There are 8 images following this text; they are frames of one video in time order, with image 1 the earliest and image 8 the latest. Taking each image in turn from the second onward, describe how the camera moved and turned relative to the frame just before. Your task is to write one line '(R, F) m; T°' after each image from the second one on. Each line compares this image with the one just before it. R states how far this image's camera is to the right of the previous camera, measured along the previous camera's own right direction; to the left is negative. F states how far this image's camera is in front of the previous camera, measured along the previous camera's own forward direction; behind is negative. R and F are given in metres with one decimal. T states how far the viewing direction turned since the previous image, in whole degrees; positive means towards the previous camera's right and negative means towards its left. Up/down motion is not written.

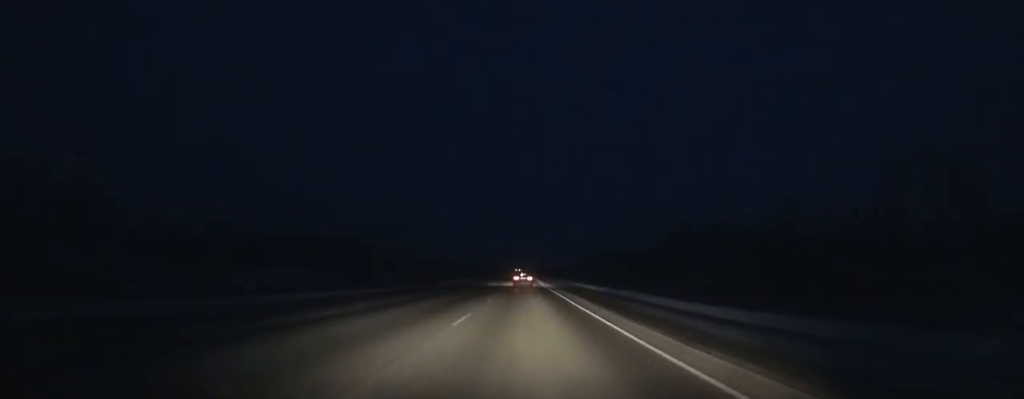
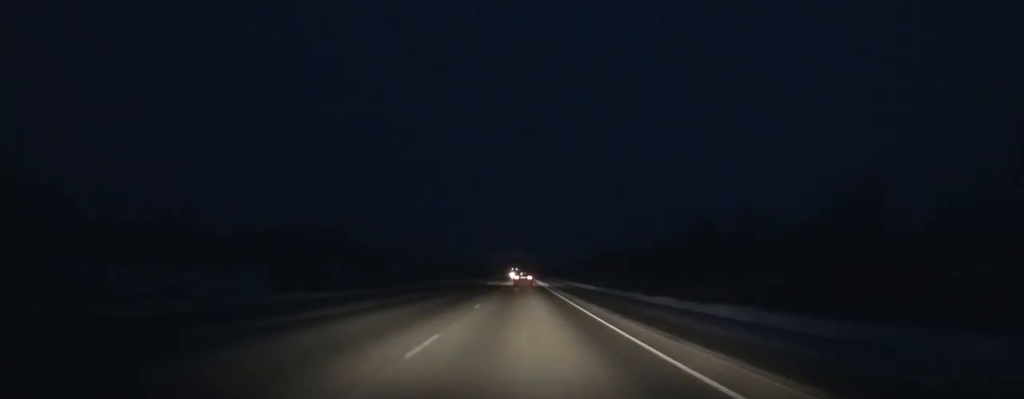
(0.0, +29.3) m; 0°
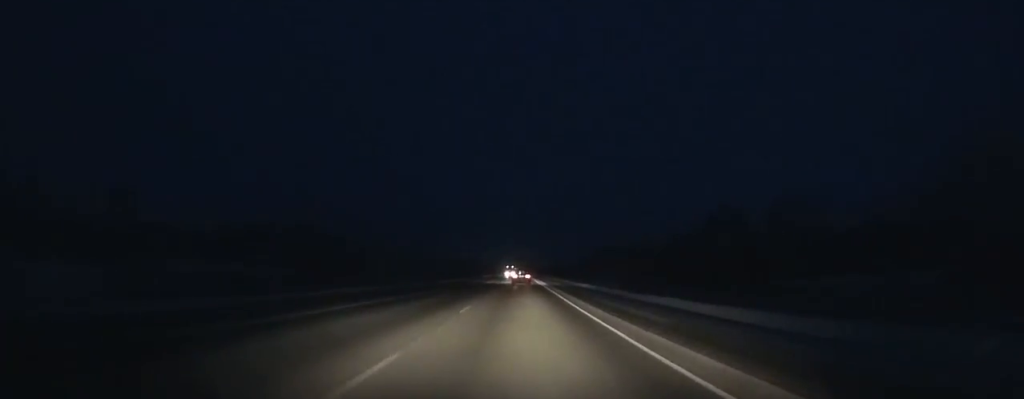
(+0.1, +27.0) m; 0°
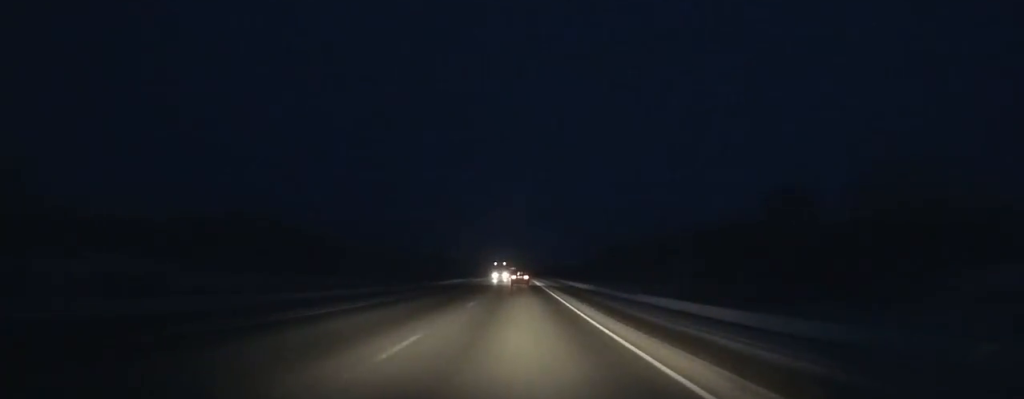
(-0.2, +45.1) m; 0°
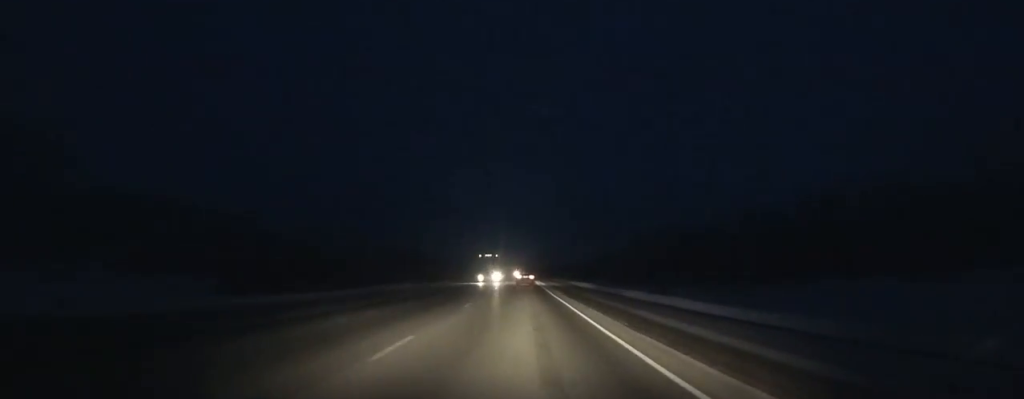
(-0.3, +94.4) m; 0°
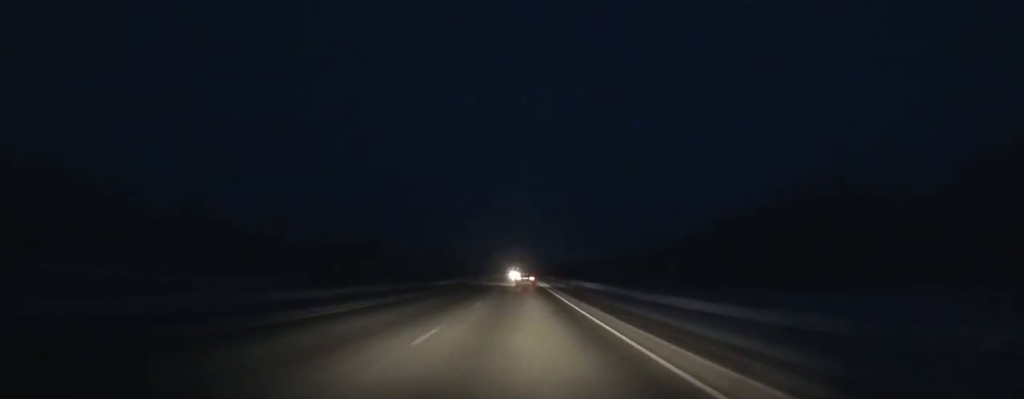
(+0.1, +91.6) m; 0°
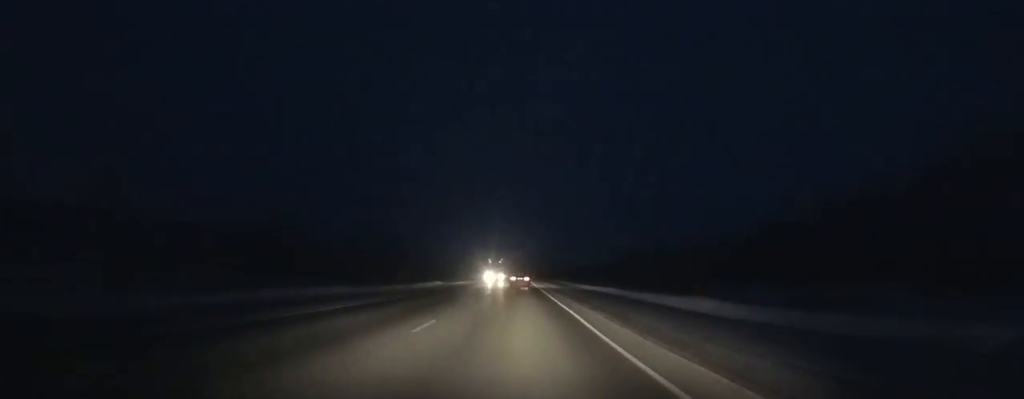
(+0.4, +82.1) m; 0°
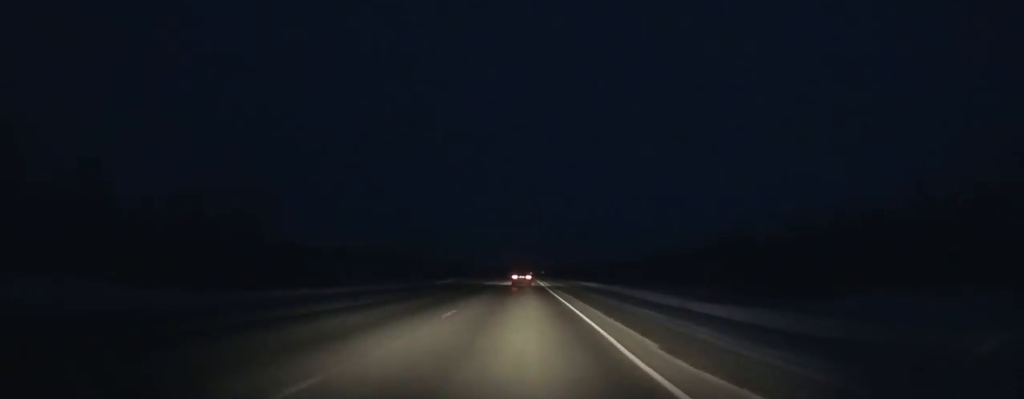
(-0.2, +79.4) m; 0°
